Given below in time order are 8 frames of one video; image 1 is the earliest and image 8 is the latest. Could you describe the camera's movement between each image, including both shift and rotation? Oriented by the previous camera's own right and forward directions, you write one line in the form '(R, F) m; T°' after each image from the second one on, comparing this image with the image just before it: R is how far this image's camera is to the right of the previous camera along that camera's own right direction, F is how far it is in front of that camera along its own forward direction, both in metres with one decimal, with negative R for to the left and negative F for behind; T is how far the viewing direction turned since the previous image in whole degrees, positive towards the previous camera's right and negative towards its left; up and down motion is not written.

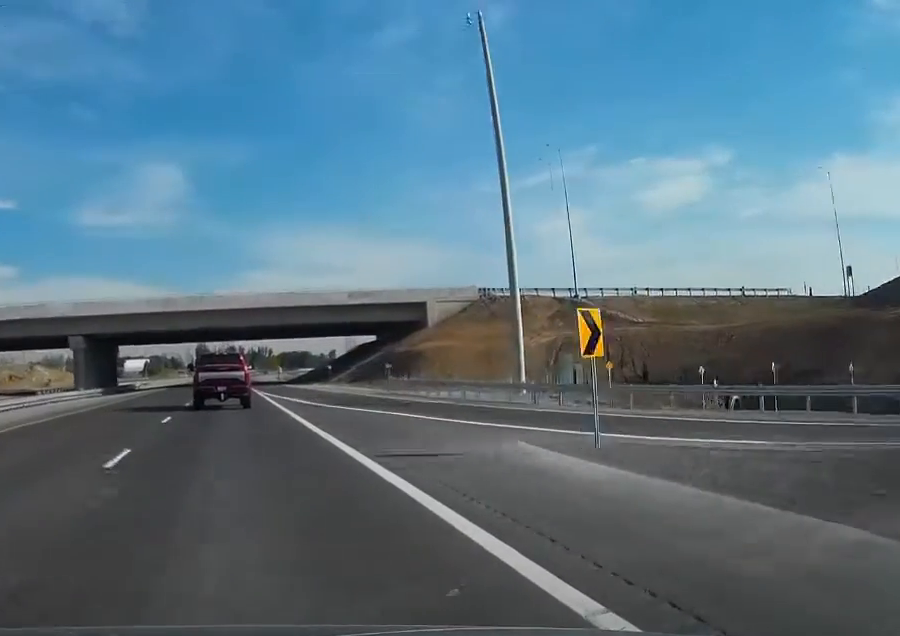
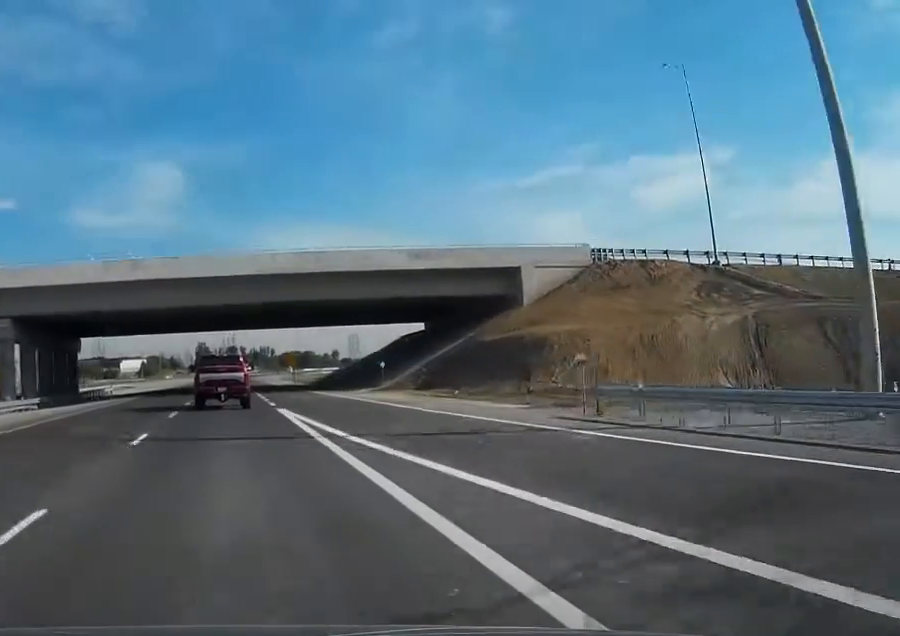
(0.0, +23.2) m; 0°
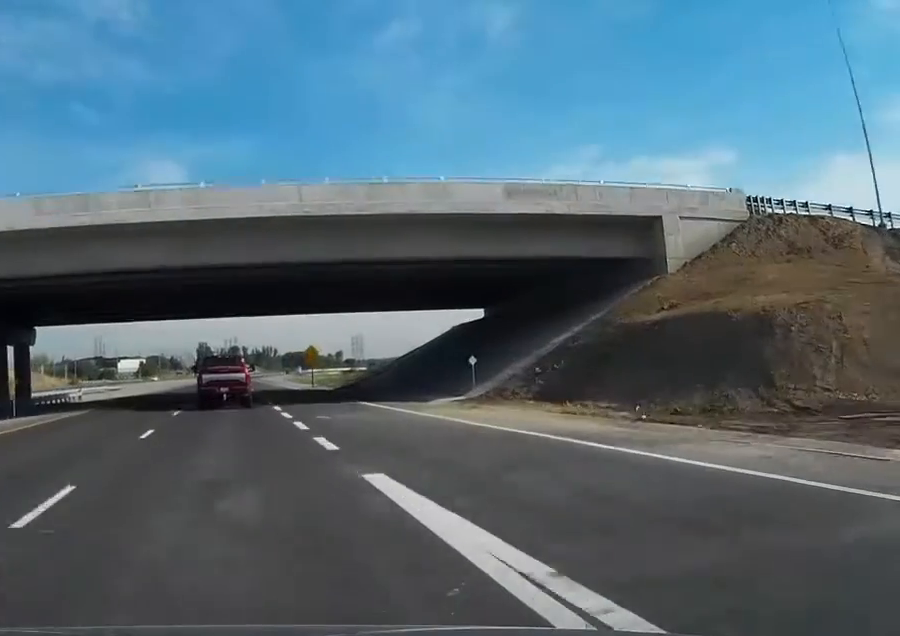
(+0.2, +38.7) m; 0°
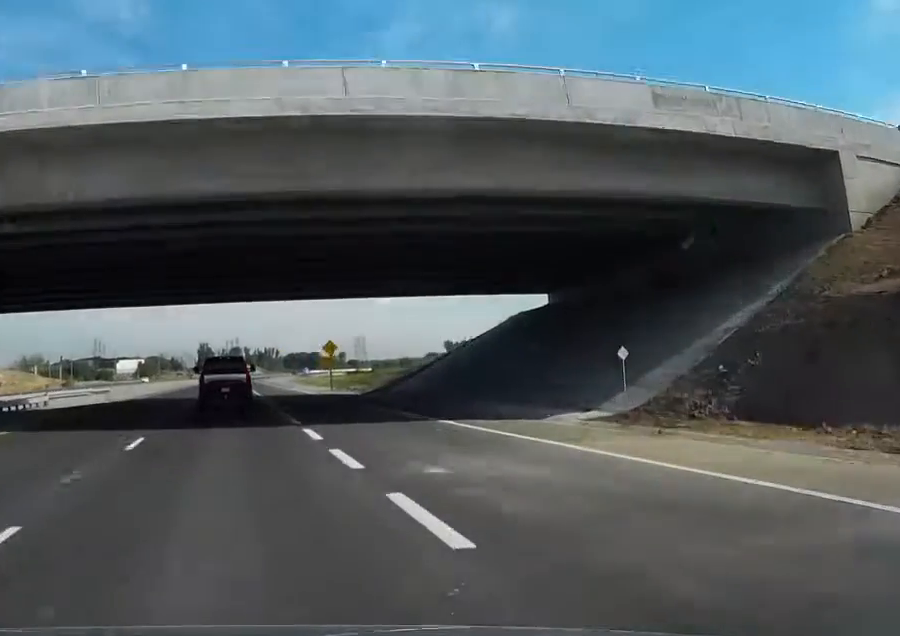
(0.0, +13.2) m; 0°
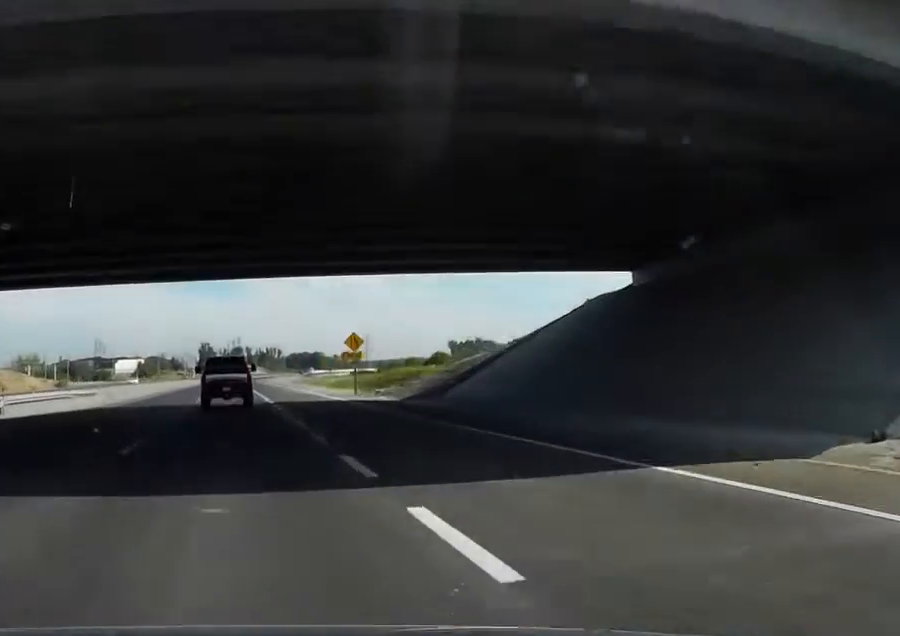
(0.0, +11.0) m; 0°
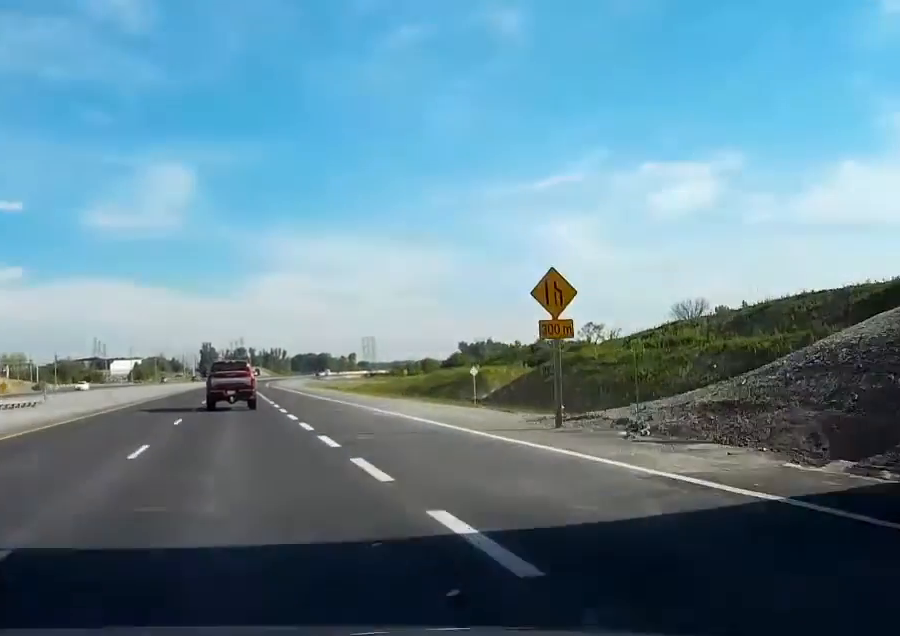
(0.0, +34.4) m; 0°
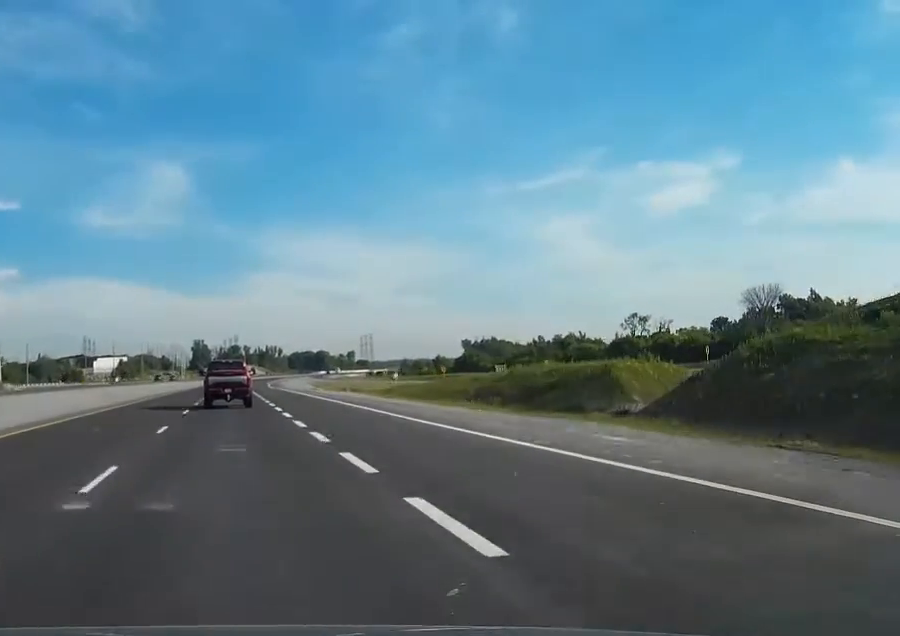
(-0.2, +41.1) m; 0°
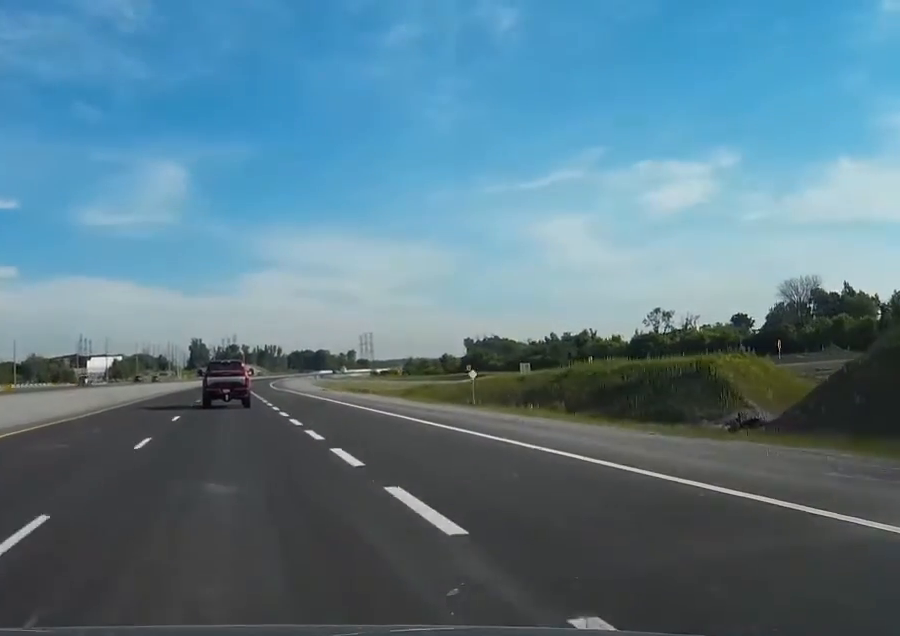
(0.0, +17.3) m; 0°
